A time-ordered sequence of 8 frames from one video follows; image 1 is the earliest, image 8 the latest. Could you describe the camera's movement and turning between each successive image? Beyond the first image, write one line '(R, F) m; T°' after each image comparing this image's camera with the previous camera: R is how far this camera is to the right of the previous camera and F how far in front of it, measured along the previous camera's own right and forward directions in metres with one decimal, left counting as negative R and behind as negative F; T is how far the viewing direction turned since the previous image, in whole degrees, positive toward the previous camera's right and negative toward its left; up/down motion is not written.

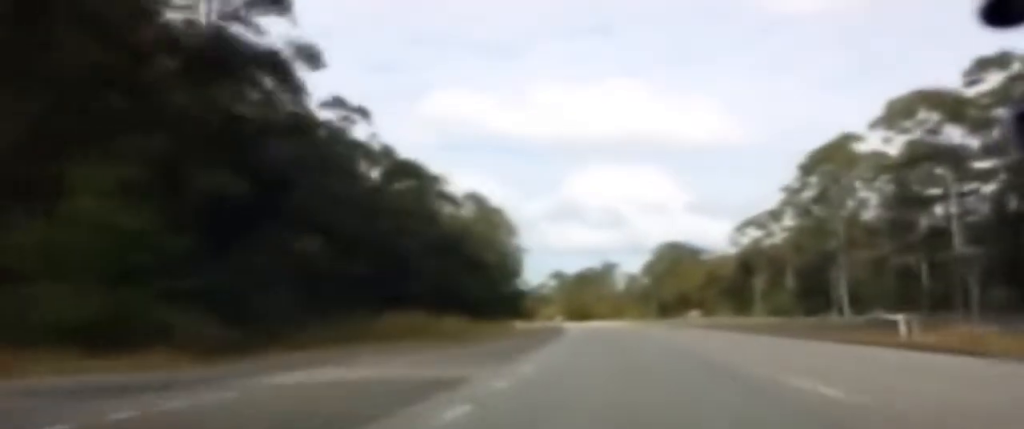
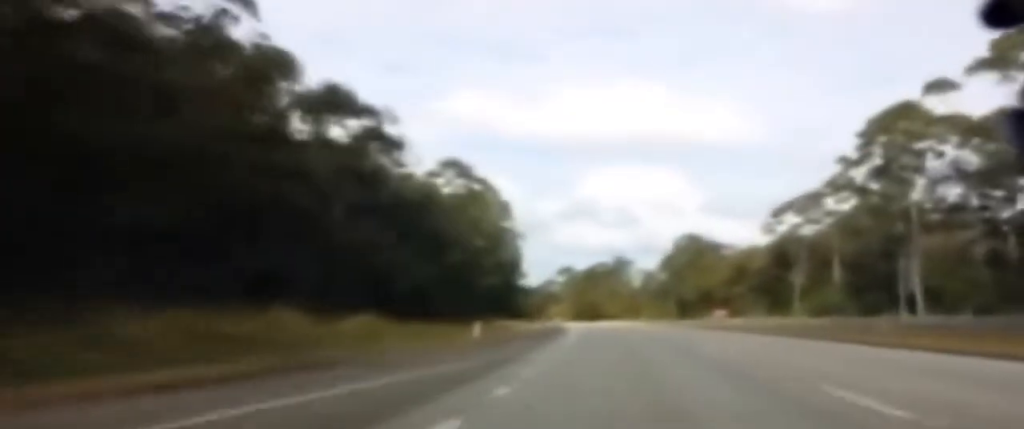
(-0.2, +25.0) m; -1°
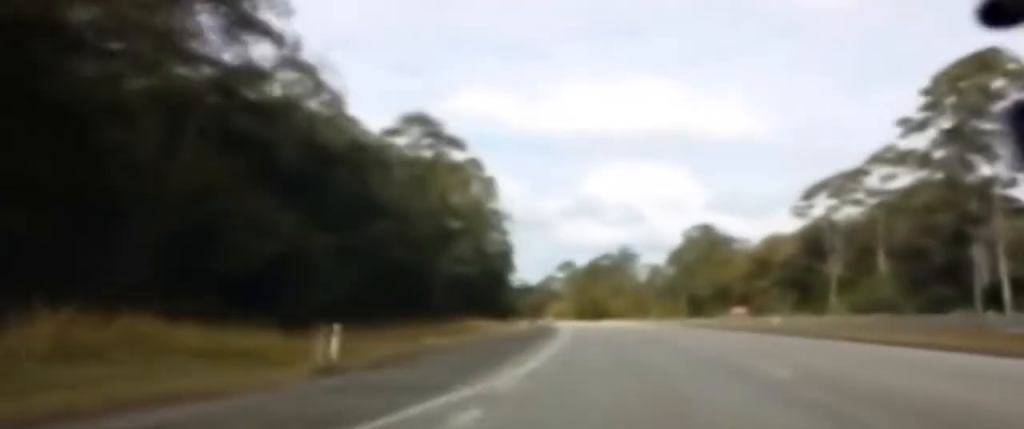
(-0.2, +19.5) m; 0°
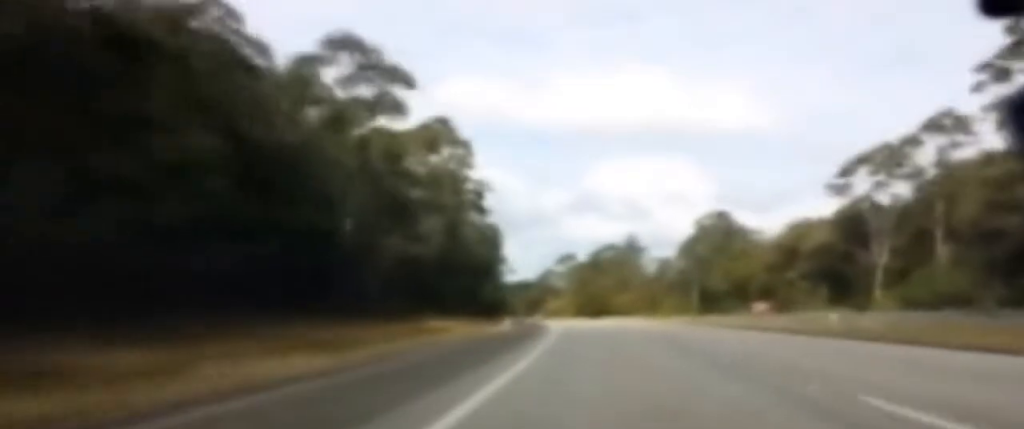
(0.0, +18.5) m; 0°
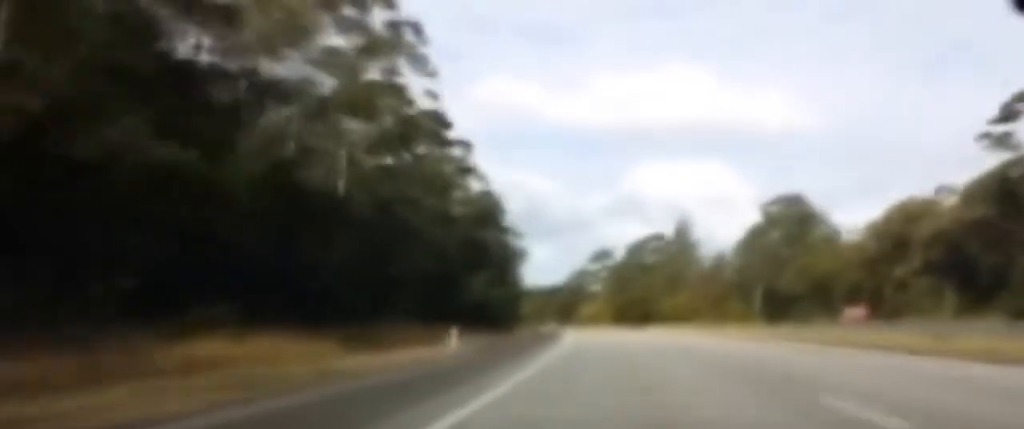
(+0.1, +34.2) m; -1°
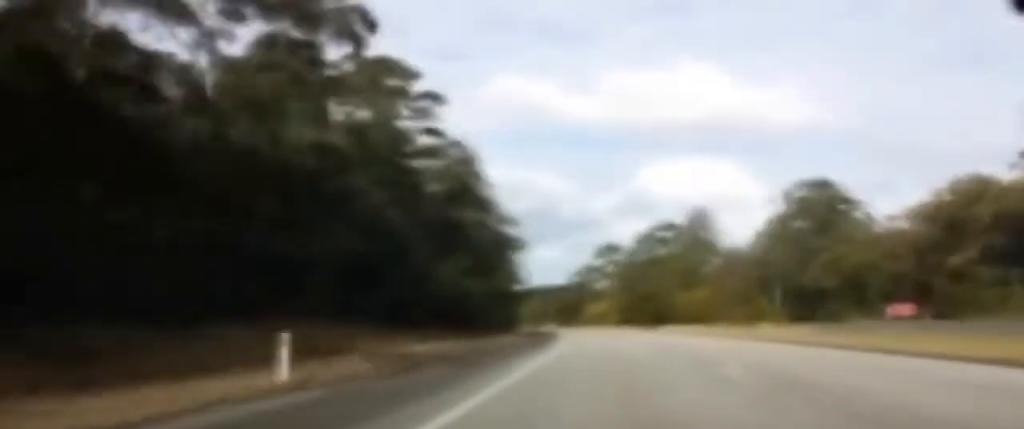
(-0.1, +16.6) m; -1°
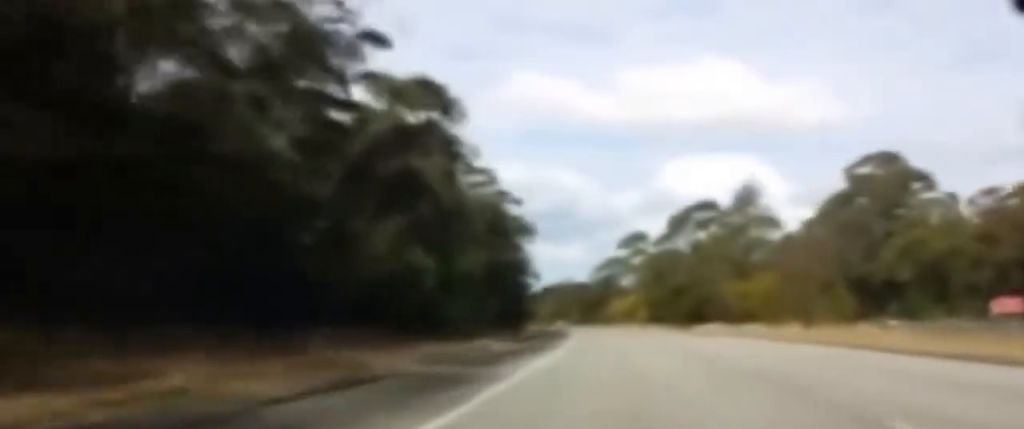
(-0.2, +22.2) m; -2°
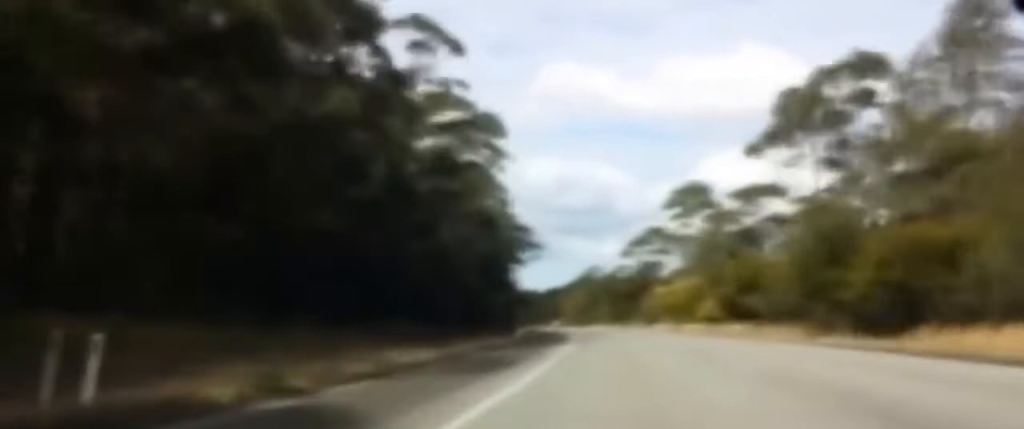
(-1.9, +59.8) m; -2°
